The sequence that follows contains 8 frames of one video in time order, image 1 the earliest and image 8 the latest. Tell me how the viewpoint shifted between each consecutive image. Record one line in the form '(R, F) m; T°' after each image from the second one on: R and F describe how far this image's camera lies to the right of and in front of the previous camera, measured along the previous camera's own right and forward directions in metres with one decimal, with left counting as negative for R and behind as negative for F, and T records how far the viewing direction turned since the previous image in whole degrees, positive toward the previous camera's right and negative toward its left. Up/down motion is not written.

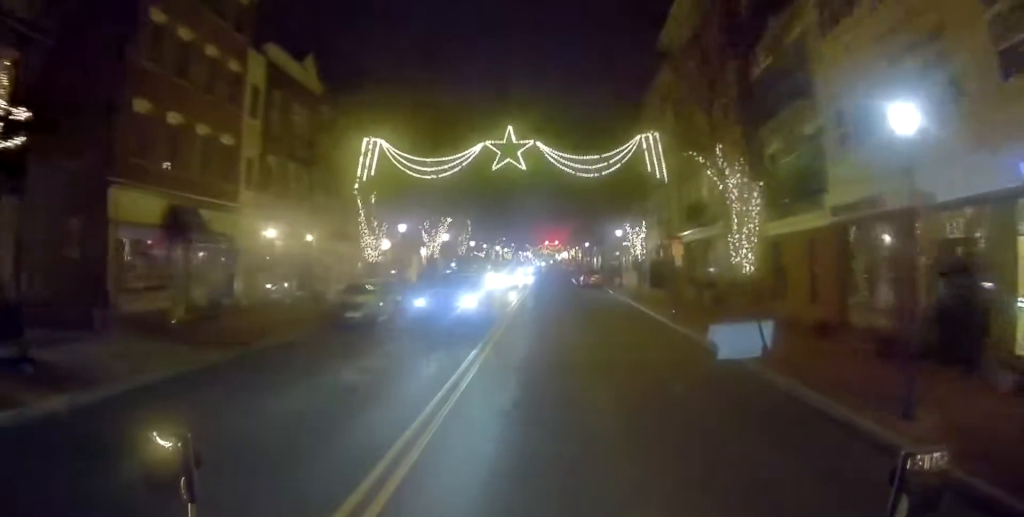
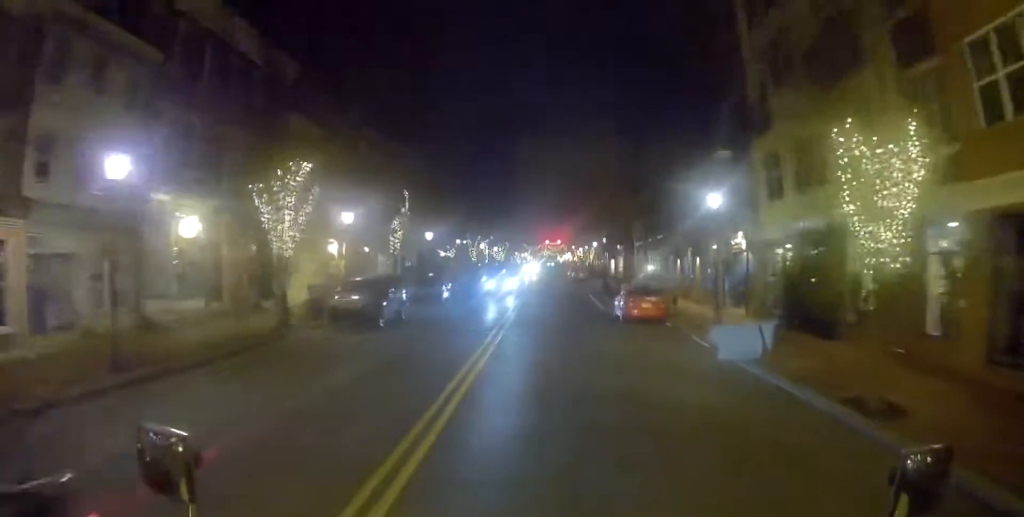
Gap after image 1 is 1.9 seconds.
(+0.9, +24.5) m; +2°
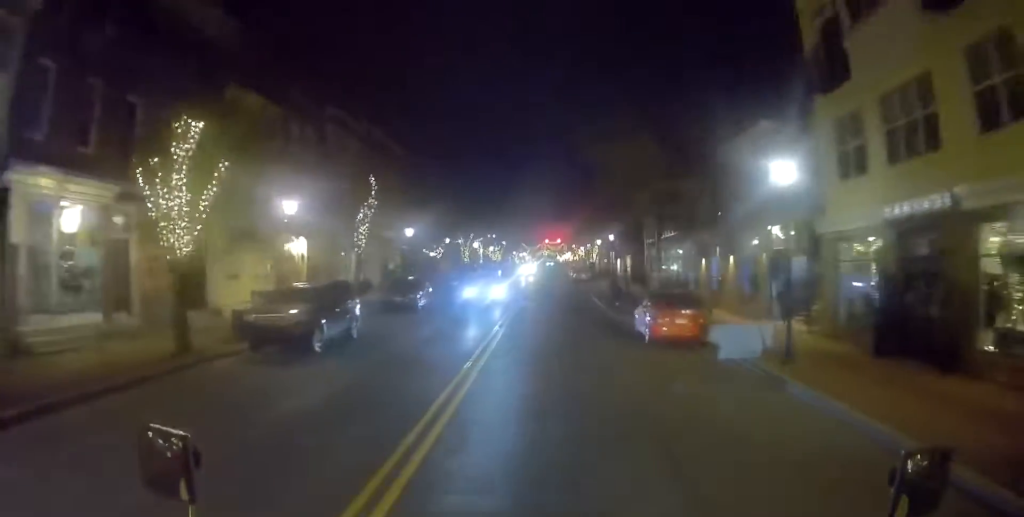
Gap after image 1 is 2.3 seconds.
(0.0, +5.8) m; 0°
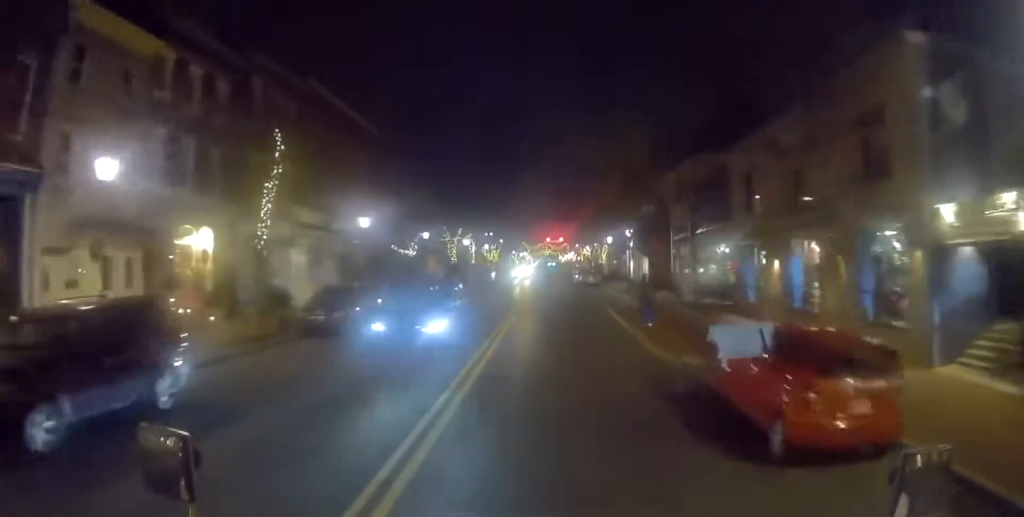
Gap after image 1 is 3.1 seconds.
(0.0, +9.6) m; 0°
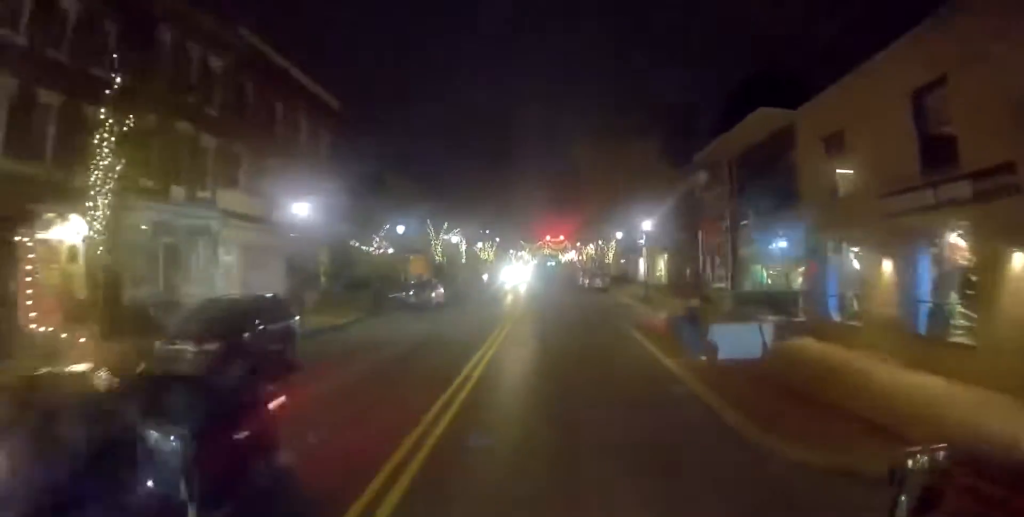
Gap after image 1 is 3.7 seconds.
(0.0, +7.3) m; 0°
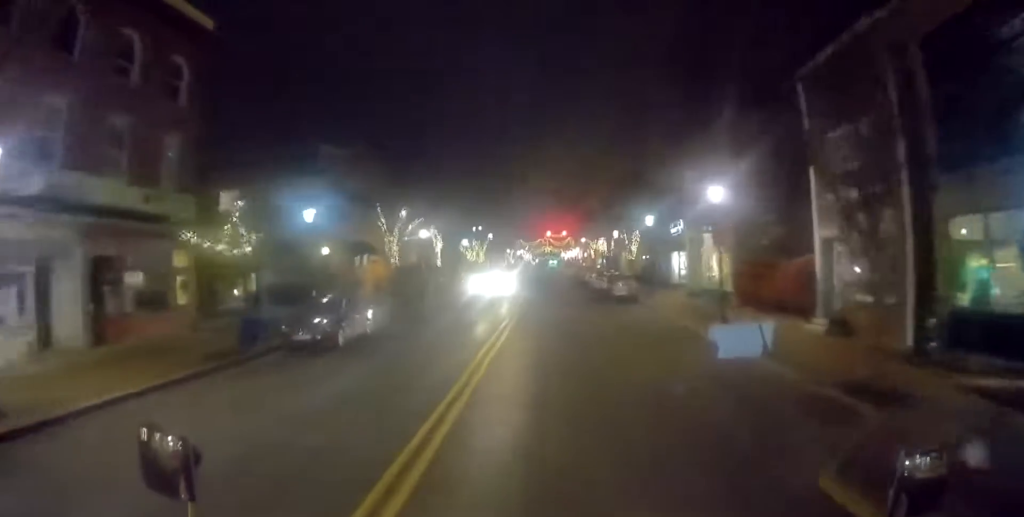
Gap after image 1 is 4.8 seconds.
(-0.1, +13.9) m; -1°
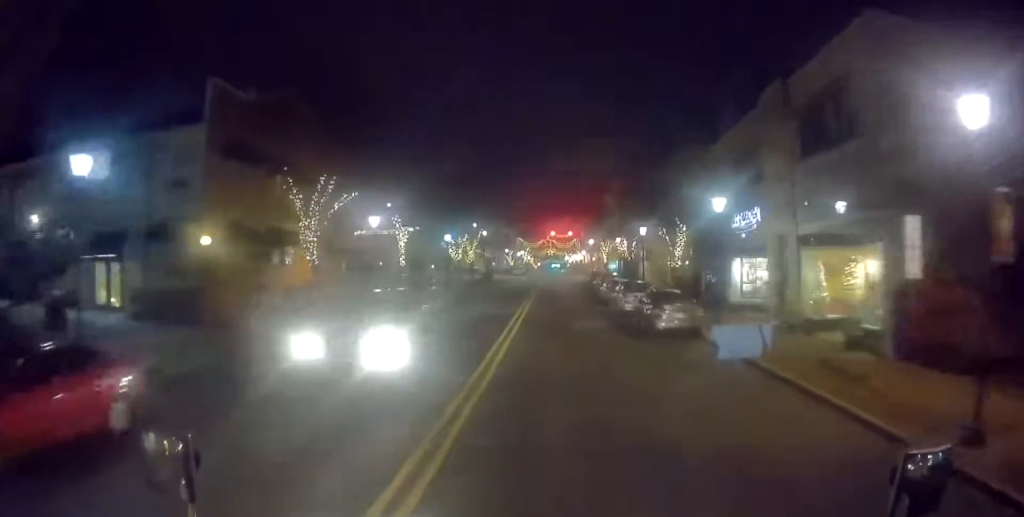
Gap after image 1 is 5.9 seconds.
(0.0, +12.2) m; -2°
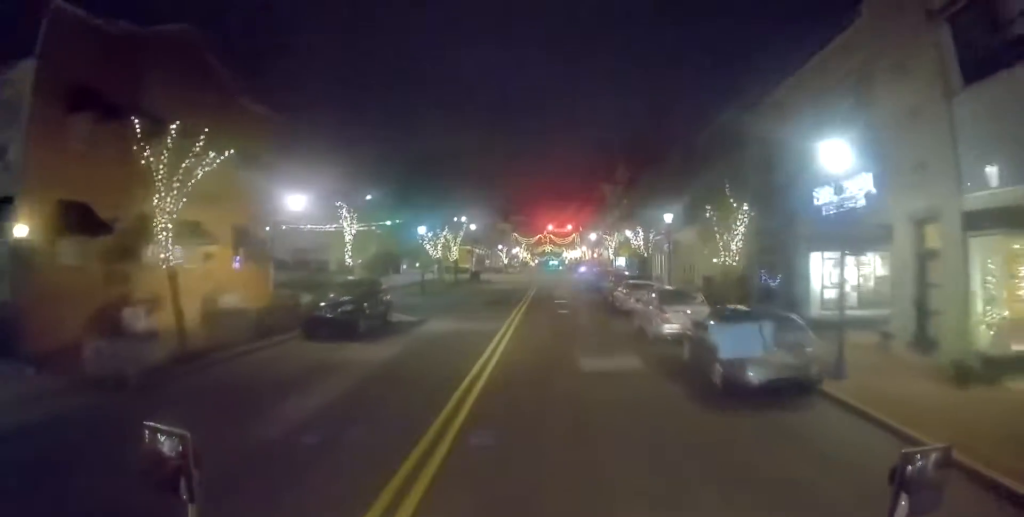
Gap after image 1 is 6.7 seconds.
(-0.3, +8.6) m; -1°
